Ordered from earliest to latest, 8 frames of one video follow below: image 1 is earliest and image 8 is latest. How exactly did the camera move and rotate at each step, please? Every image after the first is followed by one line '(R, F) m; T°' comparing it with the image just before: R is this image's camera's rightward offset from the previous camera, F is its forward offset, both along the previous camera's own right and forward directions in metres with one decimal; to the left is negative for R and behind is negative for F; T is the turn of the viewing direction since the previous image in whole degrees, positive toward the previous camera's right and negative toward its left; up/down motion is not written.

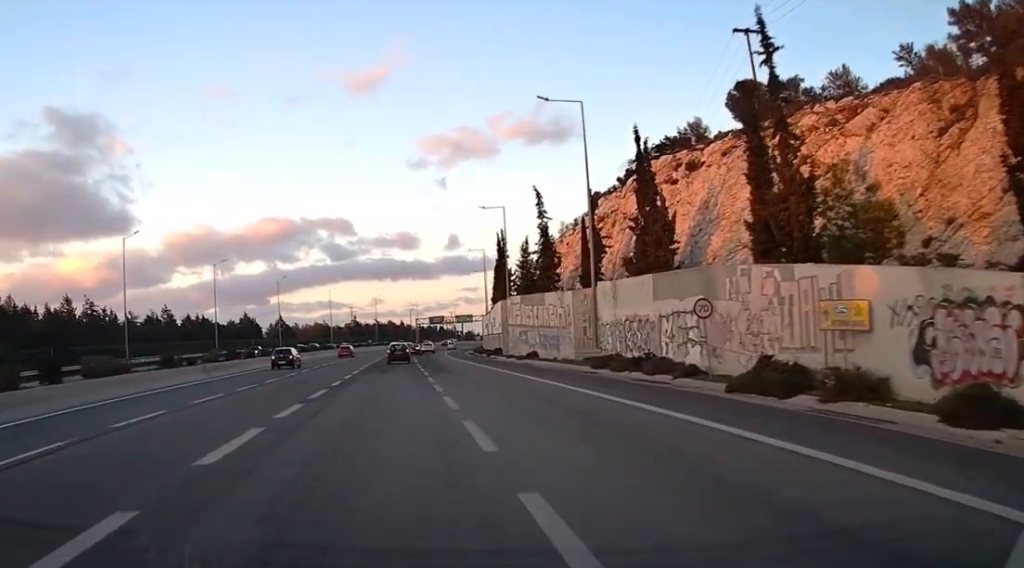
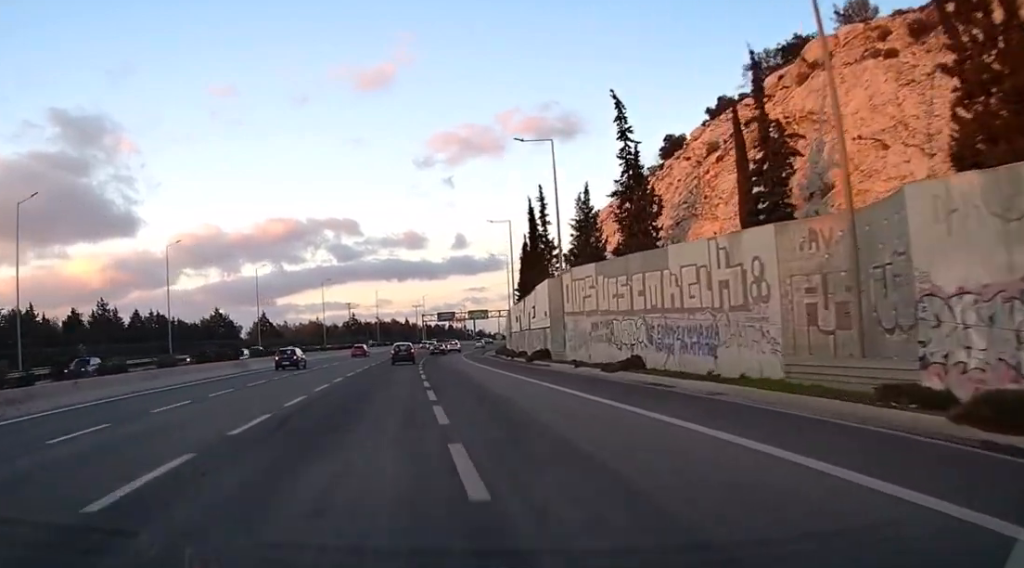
(-0.1, +26.7) m; -1°
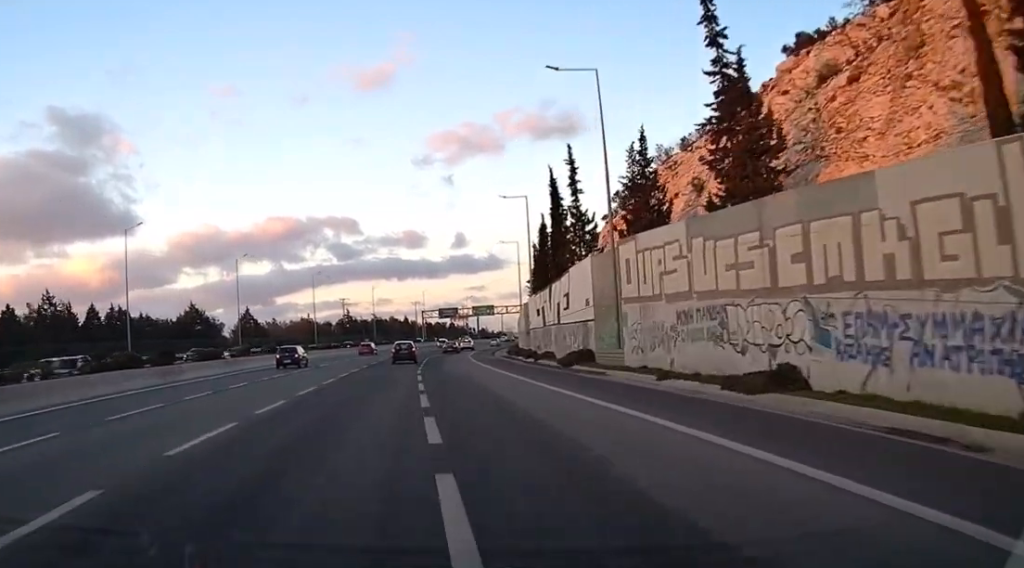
(-0.1, +14.3) m; 0°
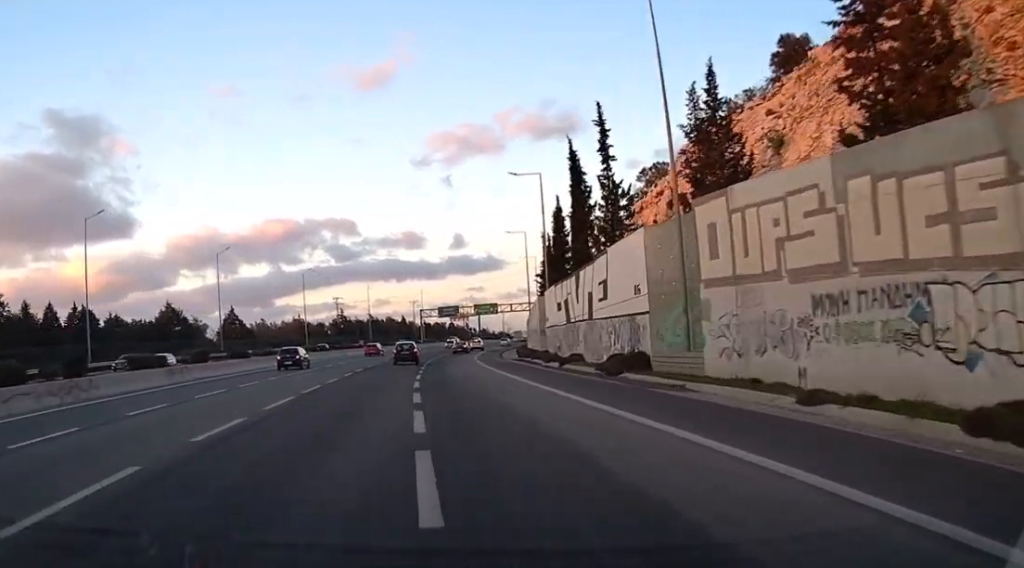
(0.0, +10.4) m; 0°
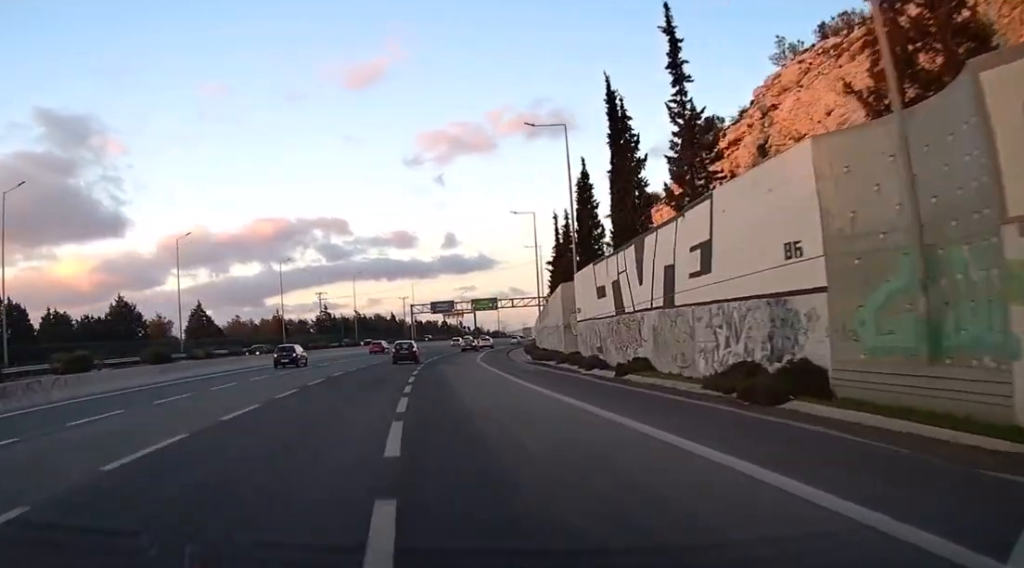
(+0.1, +15.2) m; +1°
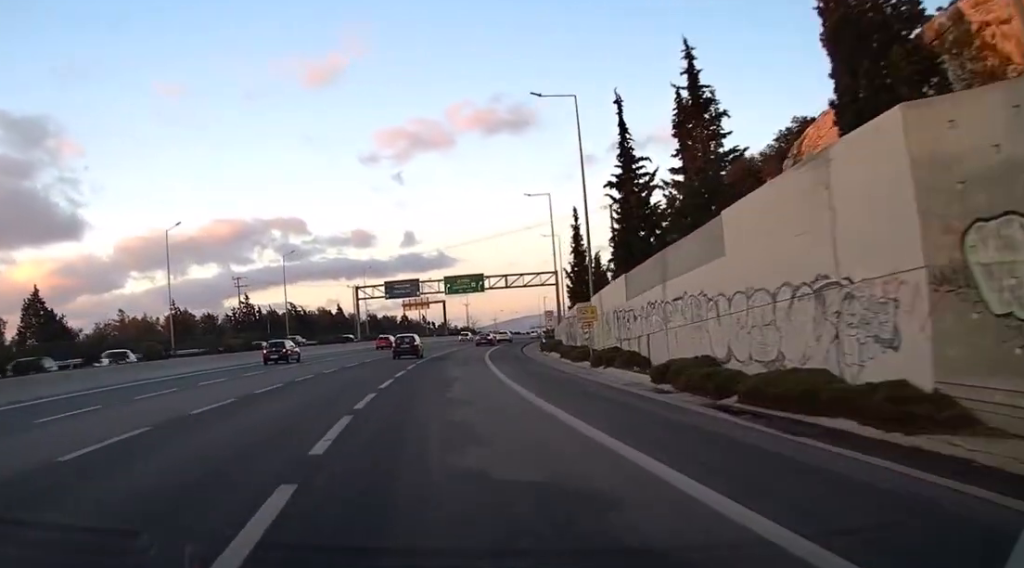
(+0.5, +40.8) m; +2°
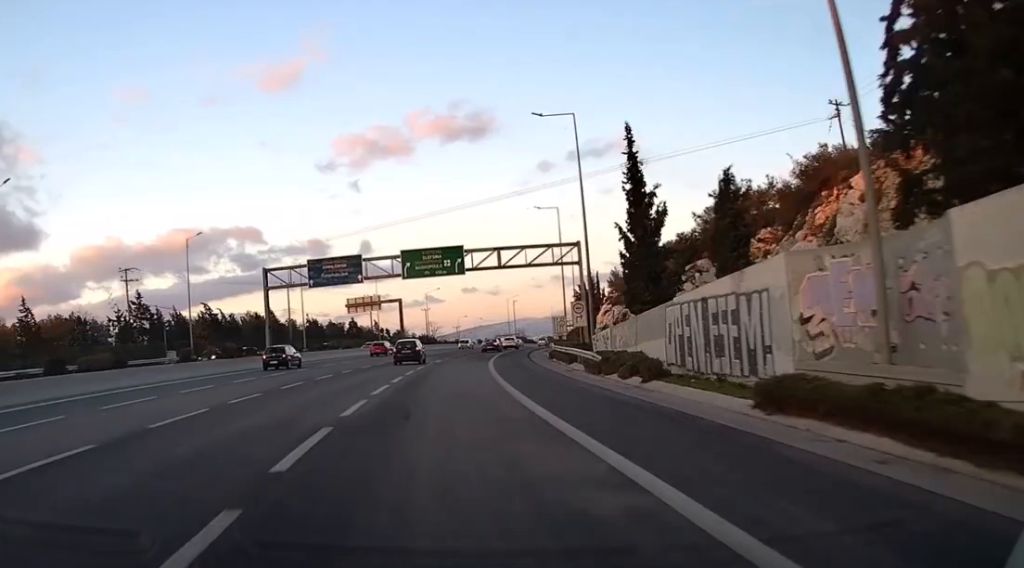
(+0.7, +31.2) m; +3°
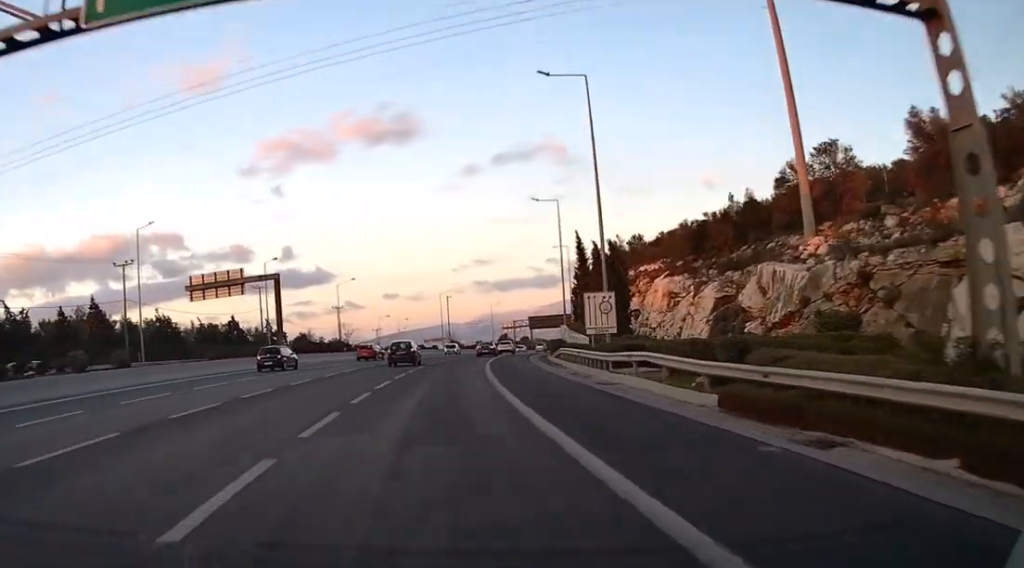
(+1.8, +45.4) m; +5°
